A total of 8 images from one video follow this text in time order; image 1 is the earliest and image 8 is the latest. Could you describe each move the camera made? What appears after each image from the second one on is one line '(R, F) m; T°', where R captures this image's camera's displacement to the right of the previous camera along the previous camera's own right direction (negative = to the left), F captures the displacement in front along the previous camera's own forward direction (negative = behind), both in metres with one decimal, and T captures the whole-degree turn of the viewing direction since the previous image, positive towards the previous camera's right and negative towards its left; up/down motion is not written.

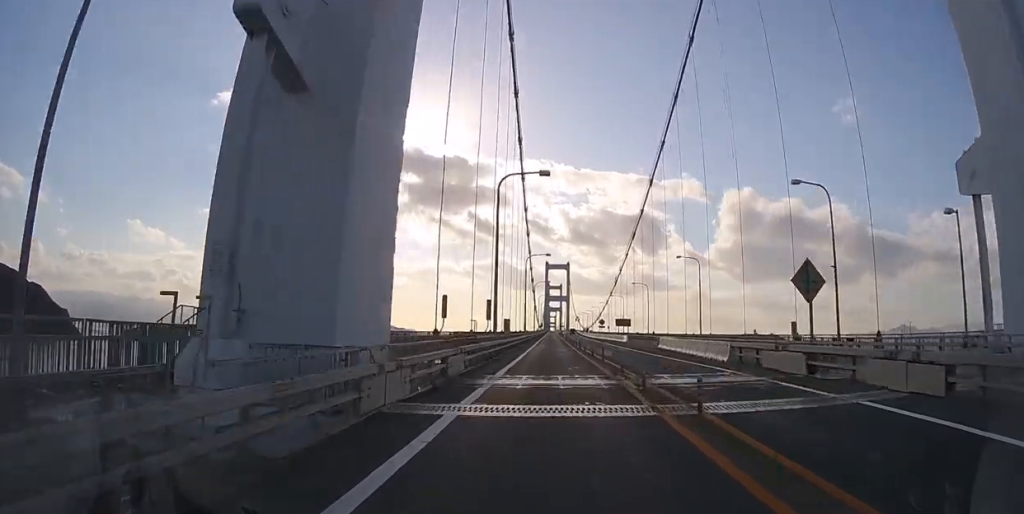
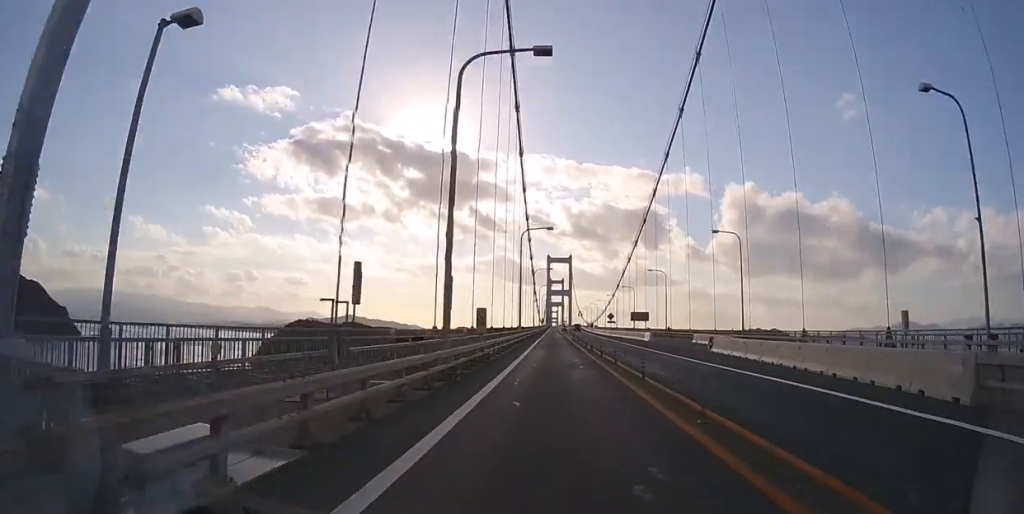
(0.0, +13.0) m; 0°
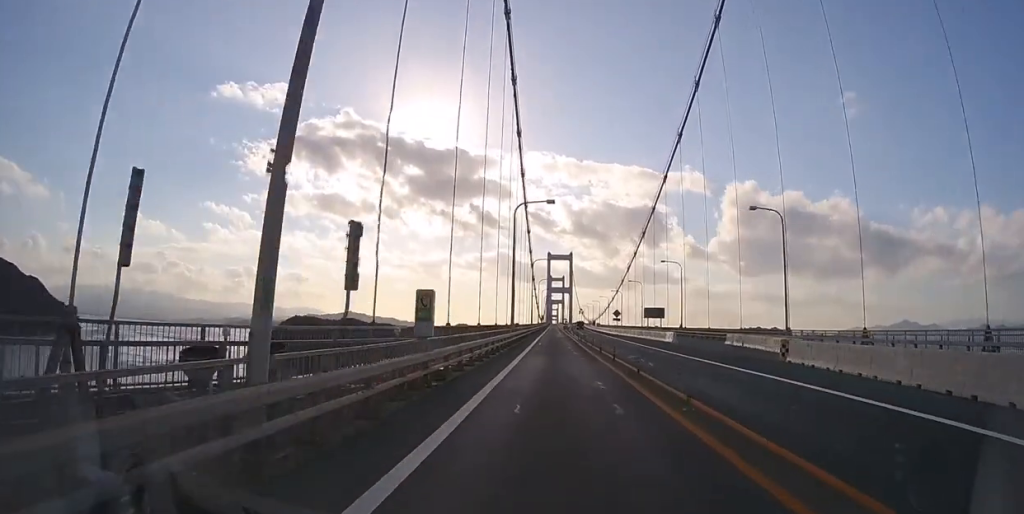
(-0.1, +9.5) m; 0°
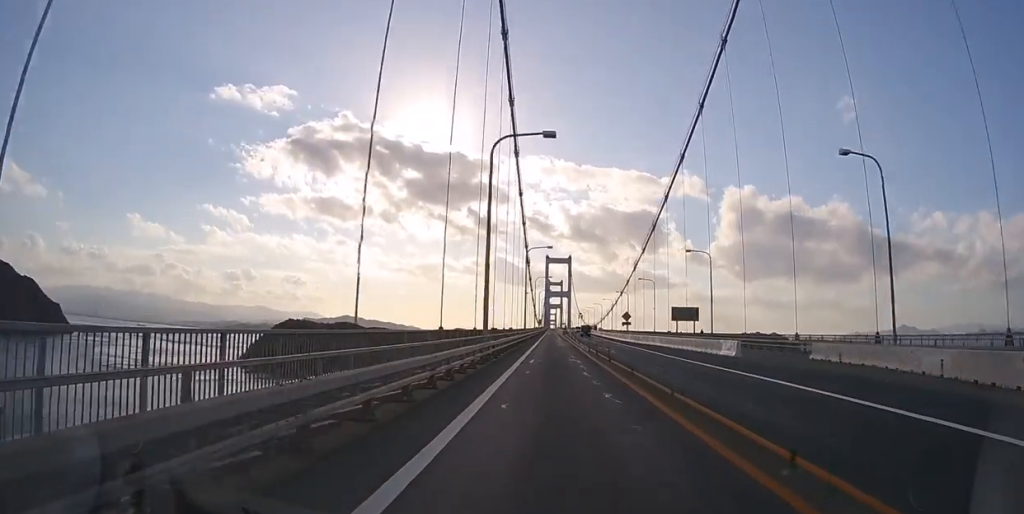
(0.0, +12.9) m; 0°
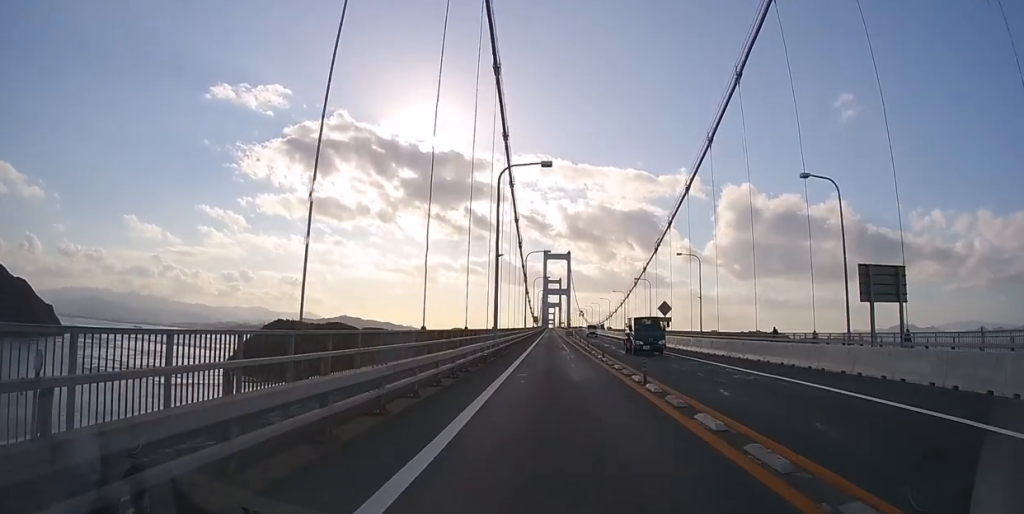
(+0.1, +27.1) m; 0°
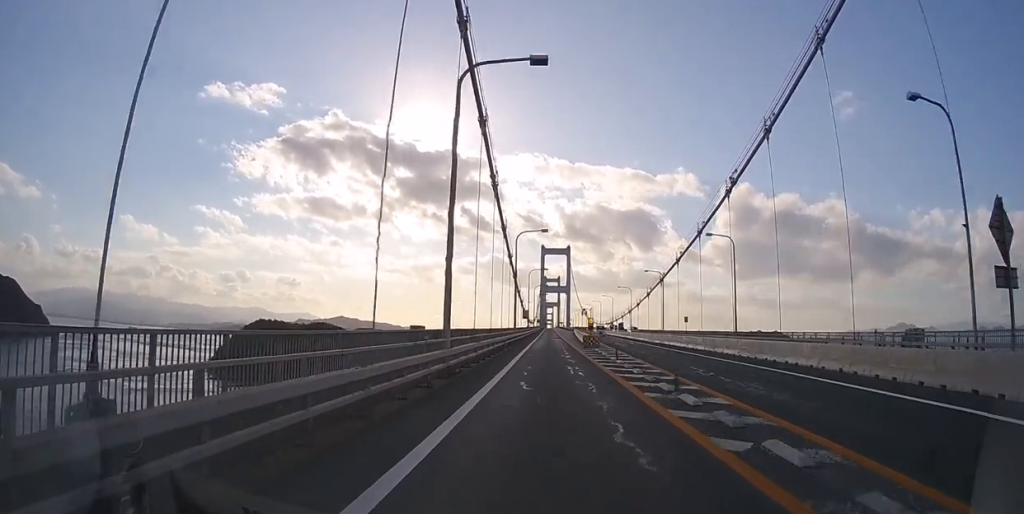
(+0.2, +41.5) m; +1°
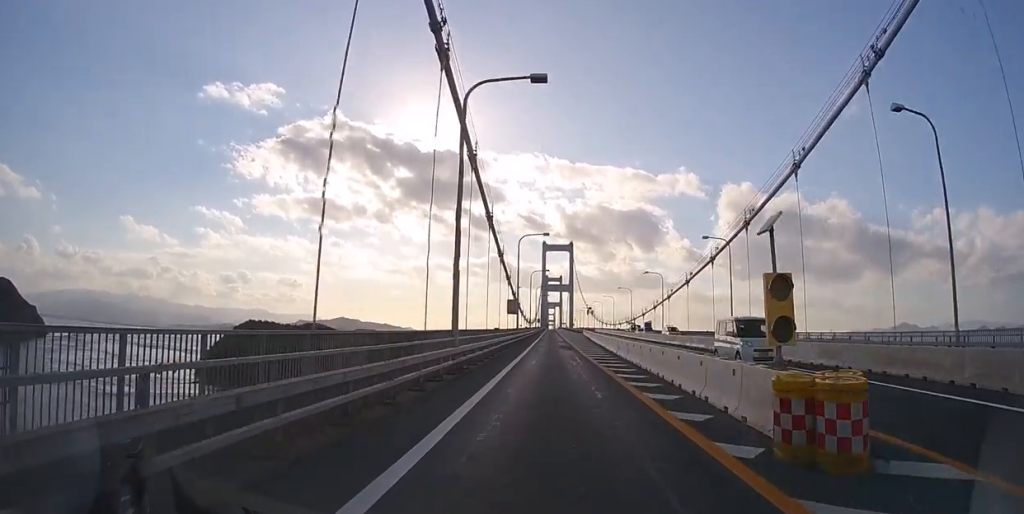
(0.0, +28.8) m; 0°
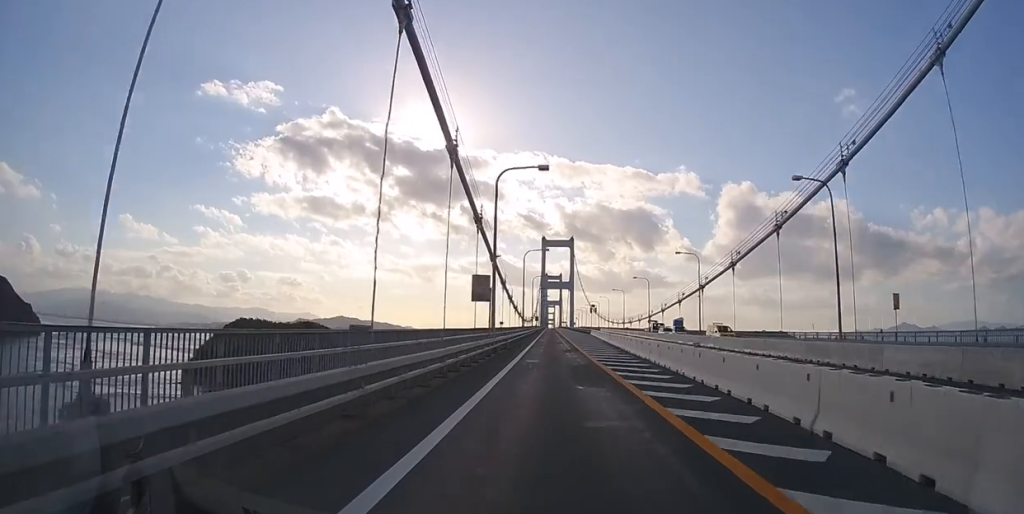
(0.0, +18.7) m; 0°
